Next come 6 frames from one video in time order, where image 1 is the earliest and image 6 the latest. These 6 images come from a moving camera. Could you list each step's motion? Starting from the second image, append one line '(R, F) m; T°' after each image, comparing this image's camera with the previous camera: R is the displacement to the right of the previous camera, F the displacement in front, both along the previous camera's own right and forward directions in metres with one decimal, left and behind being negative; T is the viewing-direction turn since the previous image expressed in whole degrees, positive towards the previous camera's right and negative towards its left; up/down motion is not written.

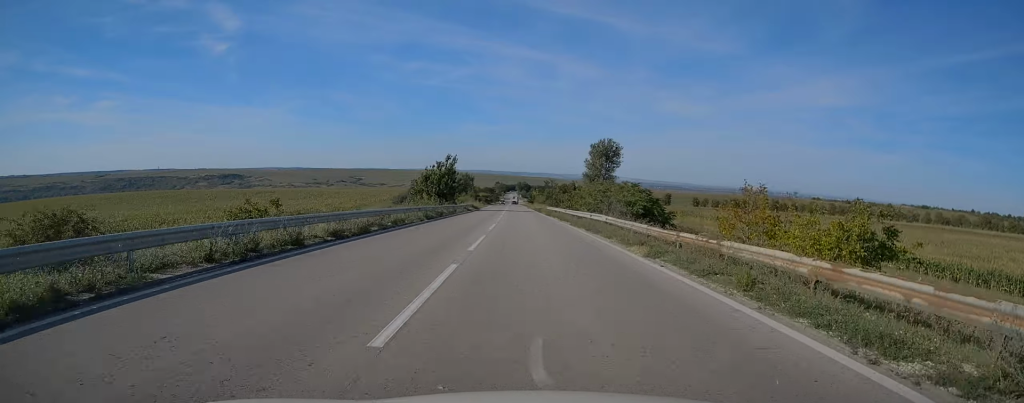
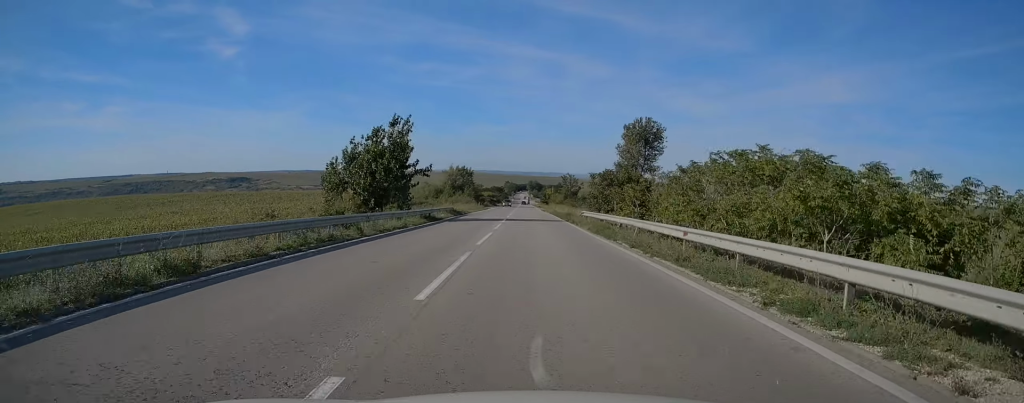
(-0.2, +34.1) m; -1°
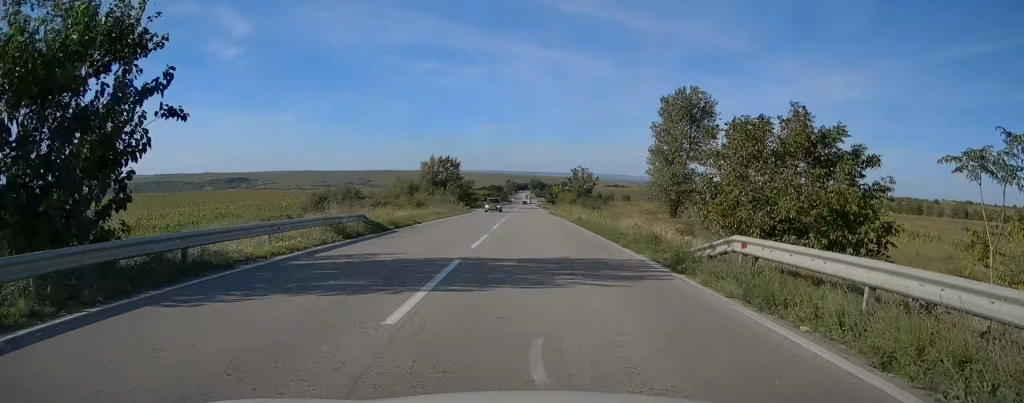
(-0.2, +28.6) m; -1°
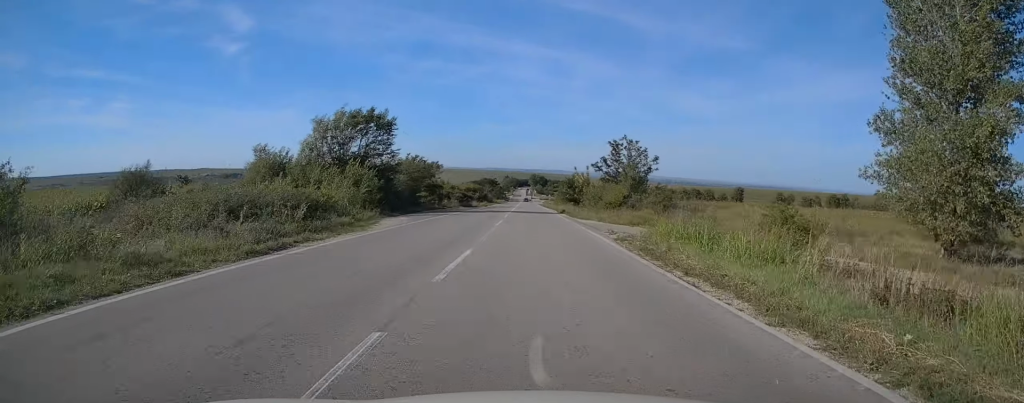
(+0.1, +51.8) m; 0°
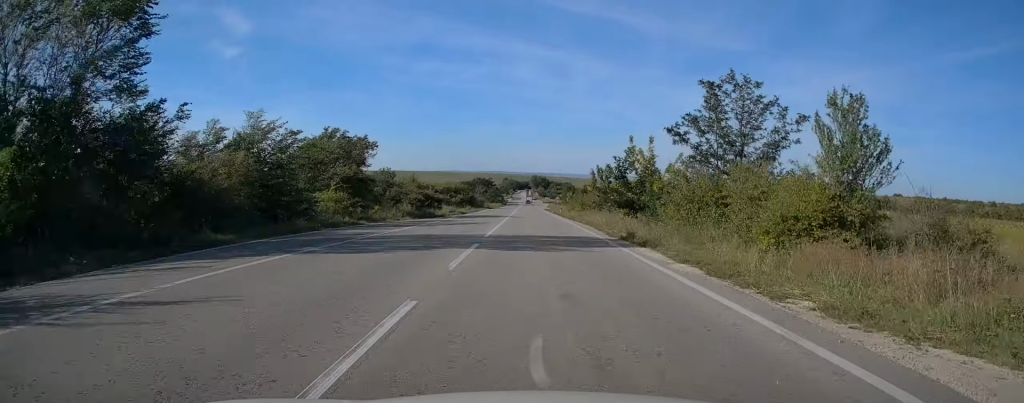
(-0.1, +34.5) m; 0°
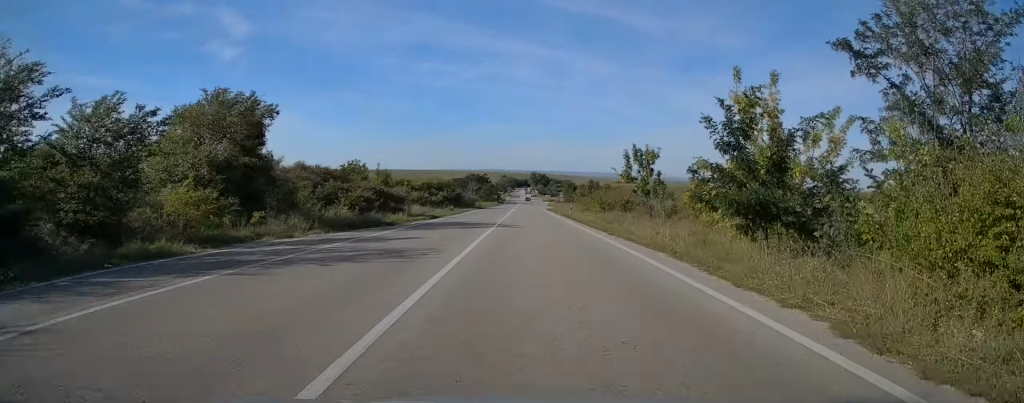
(+0.1, +17.7) m; 0°
